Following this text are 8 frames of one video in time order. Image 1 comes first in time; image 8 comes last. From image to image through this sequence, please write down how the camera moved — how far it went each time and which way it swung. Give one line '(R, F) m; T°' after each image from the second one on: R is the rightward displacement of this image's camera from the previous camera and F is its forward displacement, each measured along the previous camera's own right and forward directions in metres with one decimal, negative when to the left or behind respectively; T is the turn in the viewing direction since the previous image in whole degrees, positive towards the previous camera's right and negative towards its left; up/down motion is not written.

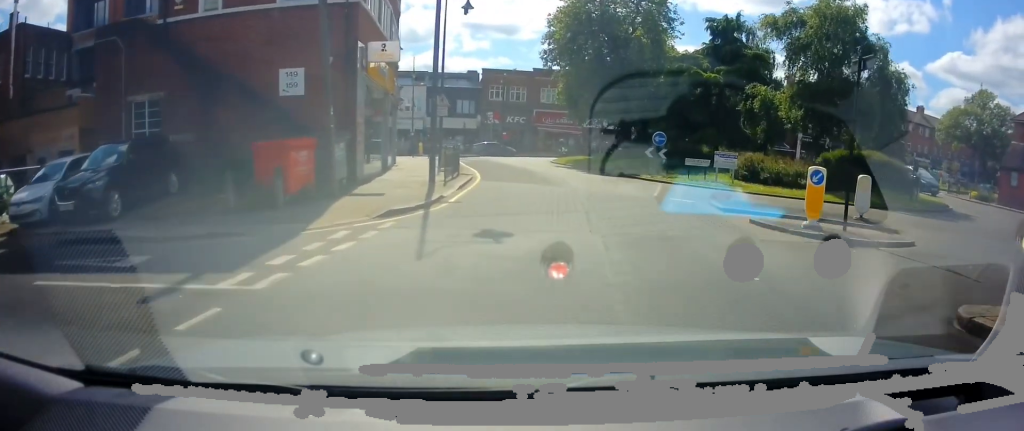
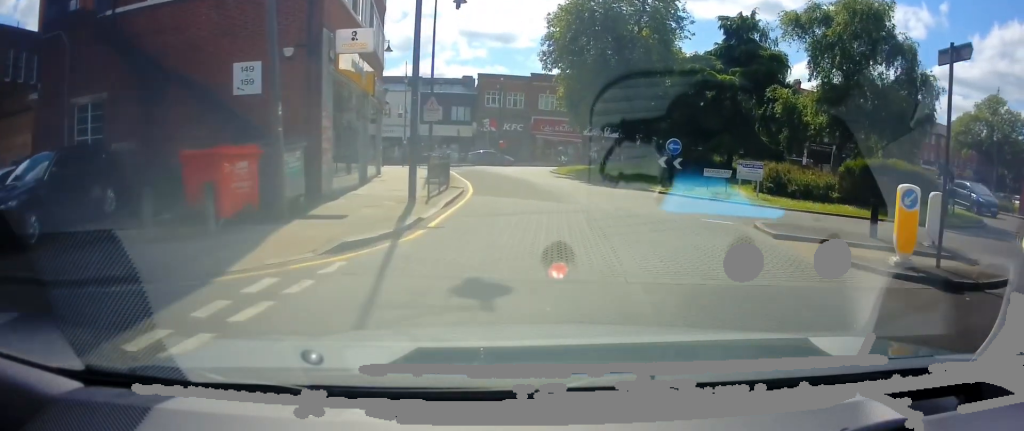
(0.0, +3.0) m; -1°
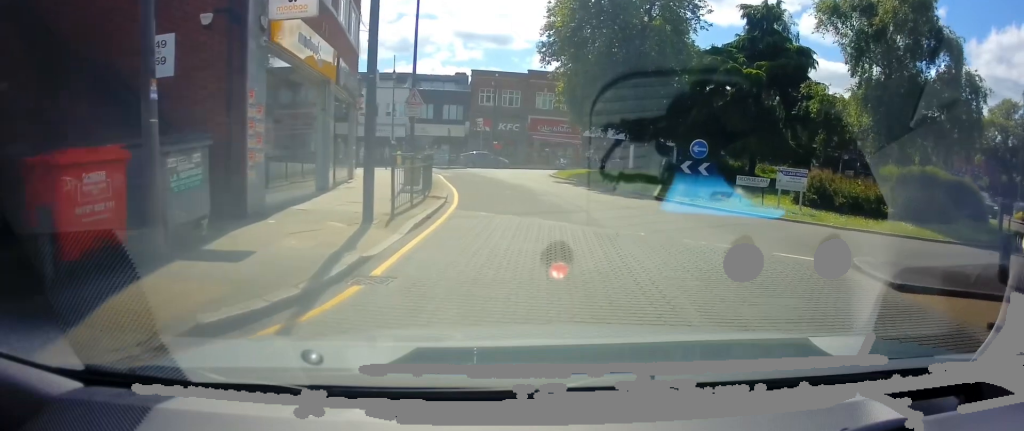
(-0.1, +3.9) m; +1°
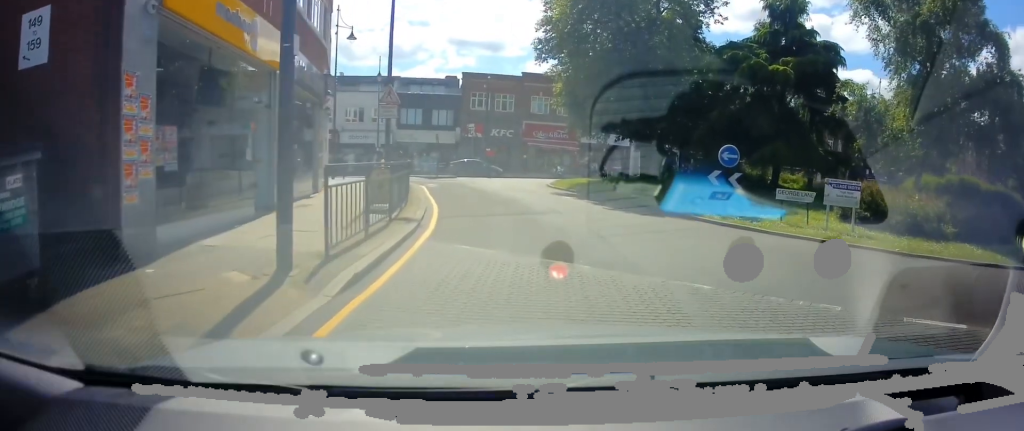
(+0.1, +3.5) m; +7°
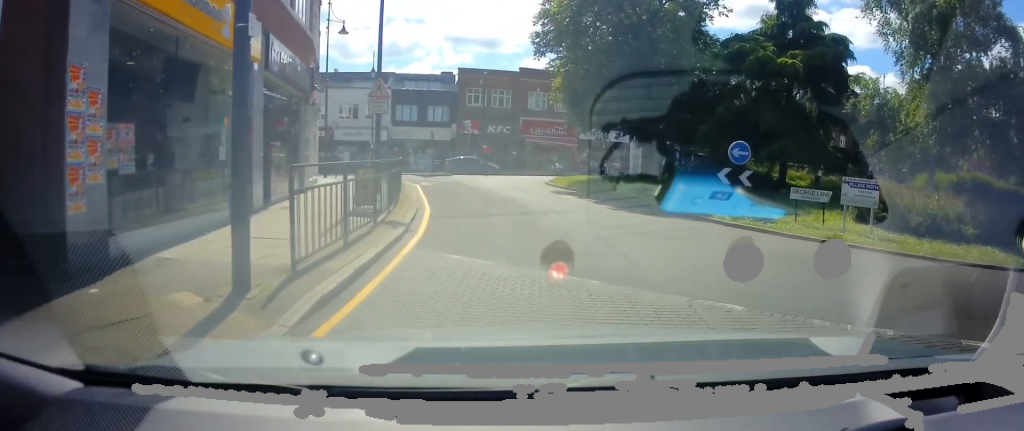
(+0.2, +1.0) m; 0°
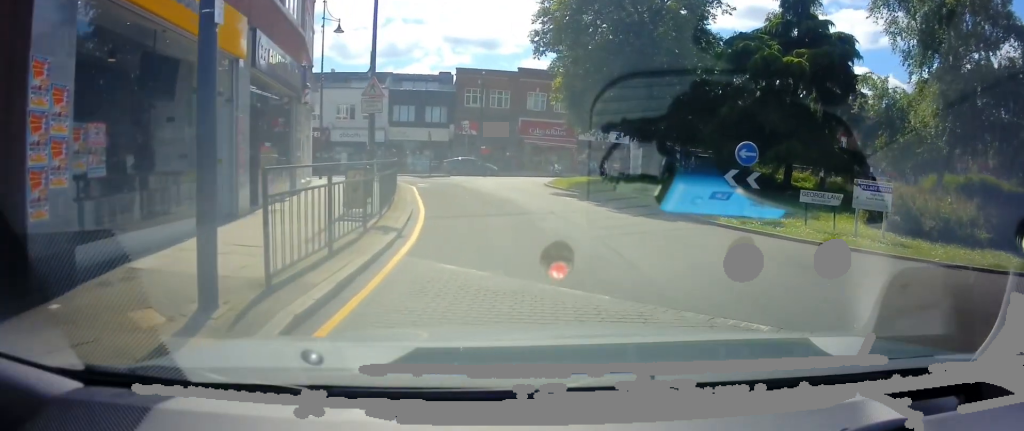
(-0.2, +0.5) m; 0°
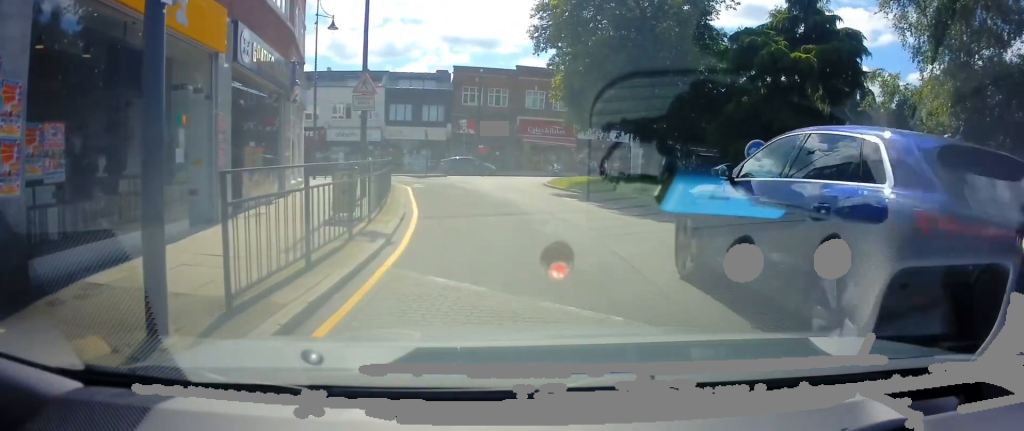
(-0.4, +0.7) m; 0°
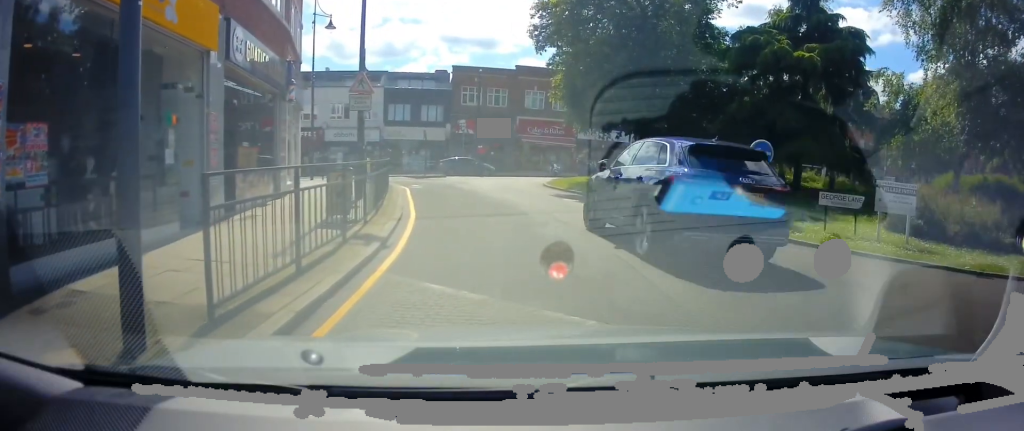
(0.0, +0.3) m; 0°
